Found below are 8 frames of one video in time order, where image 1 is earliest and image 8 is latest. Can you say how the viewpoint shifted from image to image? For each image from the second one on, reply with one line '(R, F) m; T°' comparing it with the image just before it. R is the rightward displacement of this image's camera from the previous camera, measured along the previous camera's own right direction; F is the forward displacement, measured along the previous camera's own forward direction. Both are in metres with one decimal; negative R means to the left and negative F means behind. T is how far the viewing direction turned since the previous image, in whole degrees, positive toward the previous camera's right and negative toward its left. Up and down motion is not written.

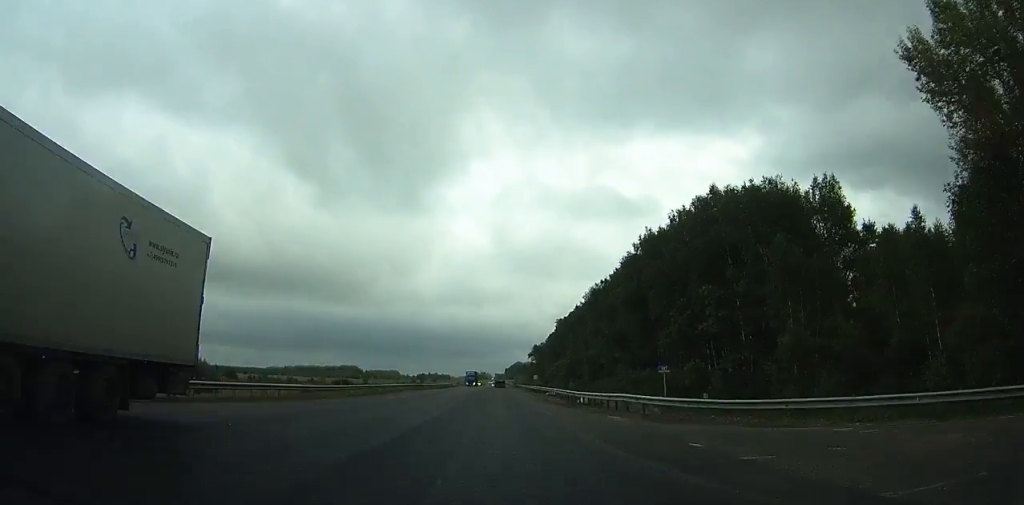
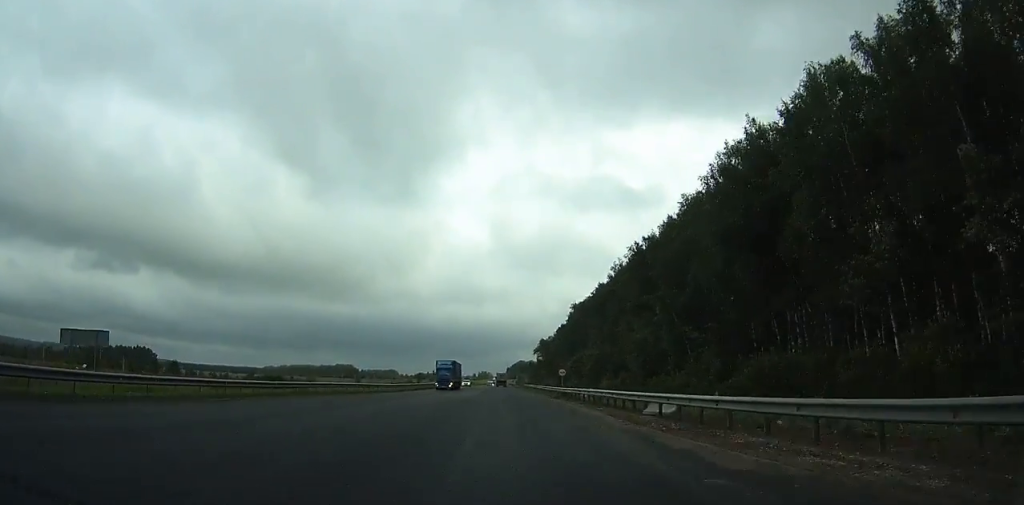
(0.0, +40.9) m; 0°
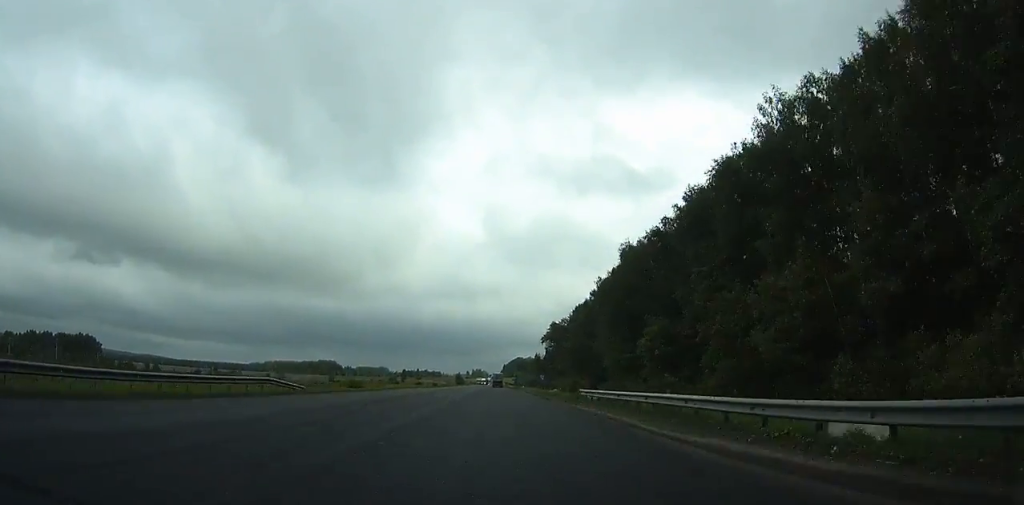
(-0.4, +77.8) m; 0°
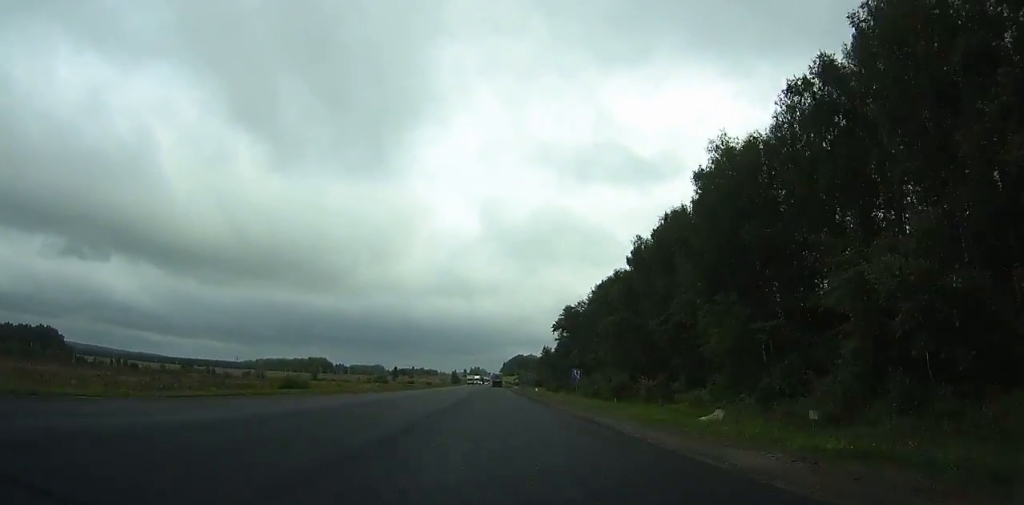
(+0.1, +46.5) m; 0°
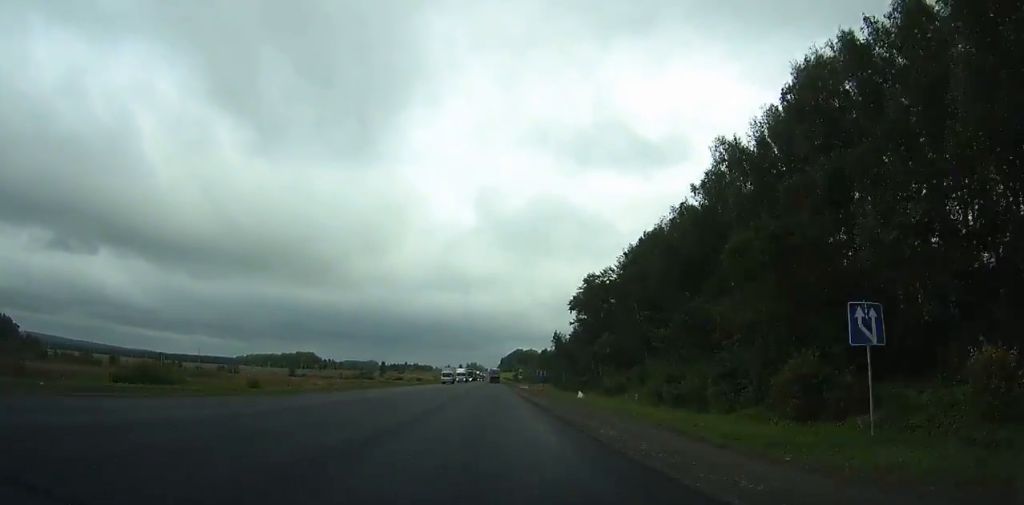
(+0.1, +46.4) m; 0°
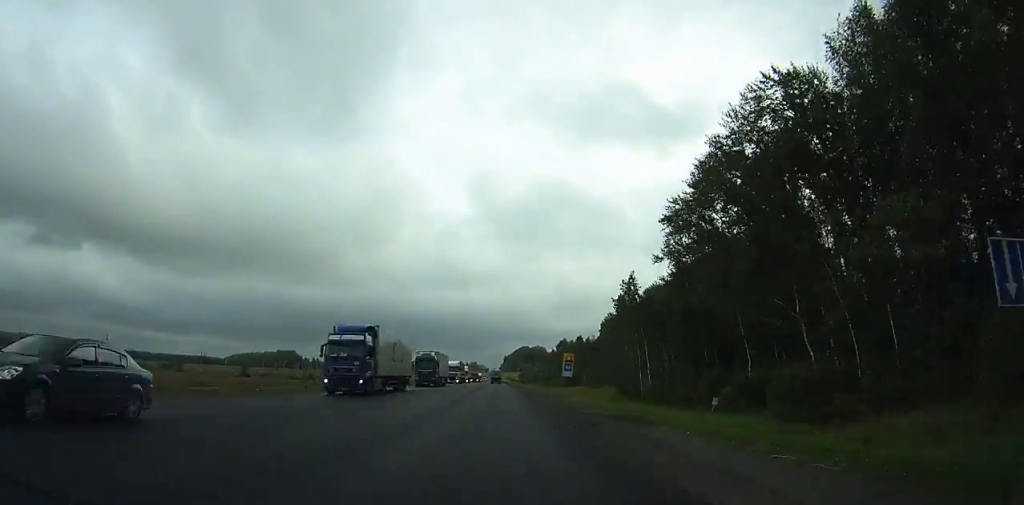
(0.0, +87.4) m; 0°
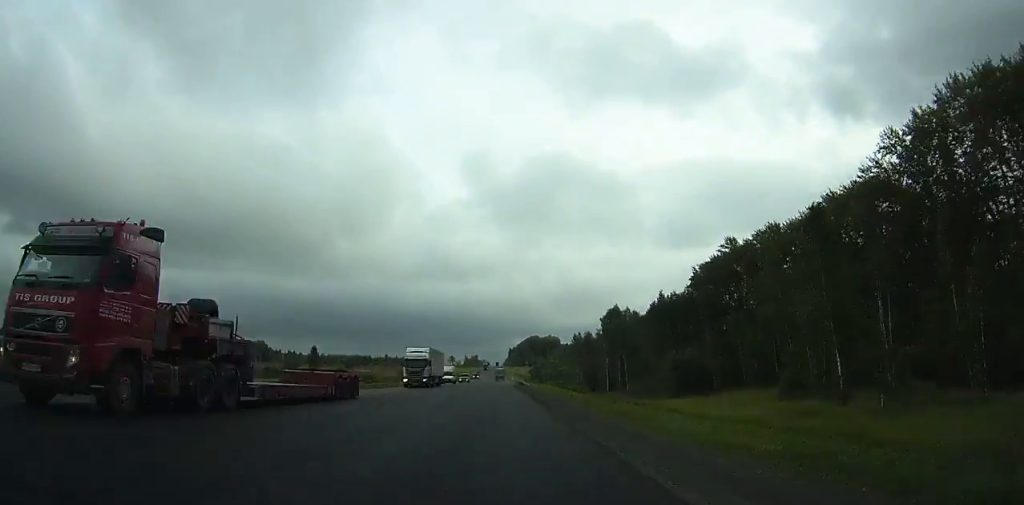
(-0.2, +109.7) m; 0°
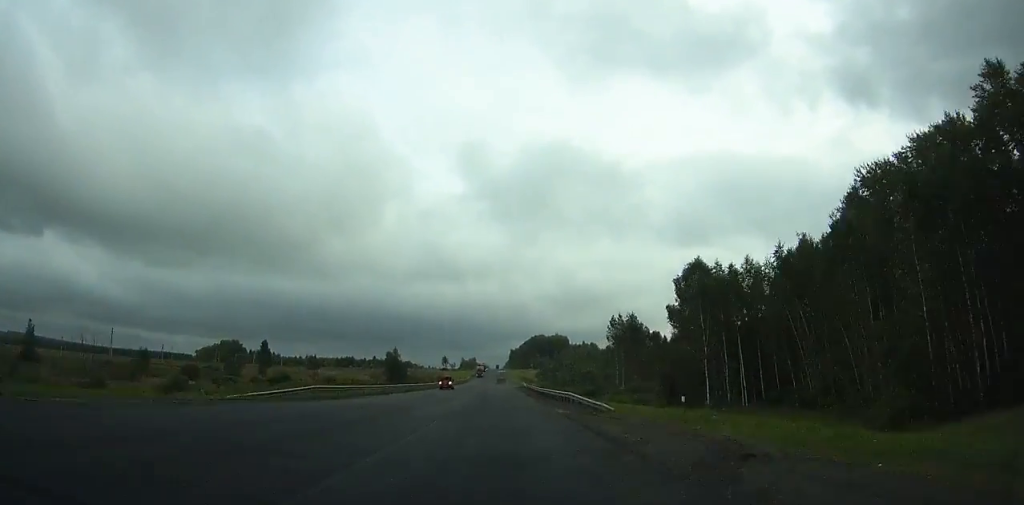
(-0.1, +63.5) m; 0°
